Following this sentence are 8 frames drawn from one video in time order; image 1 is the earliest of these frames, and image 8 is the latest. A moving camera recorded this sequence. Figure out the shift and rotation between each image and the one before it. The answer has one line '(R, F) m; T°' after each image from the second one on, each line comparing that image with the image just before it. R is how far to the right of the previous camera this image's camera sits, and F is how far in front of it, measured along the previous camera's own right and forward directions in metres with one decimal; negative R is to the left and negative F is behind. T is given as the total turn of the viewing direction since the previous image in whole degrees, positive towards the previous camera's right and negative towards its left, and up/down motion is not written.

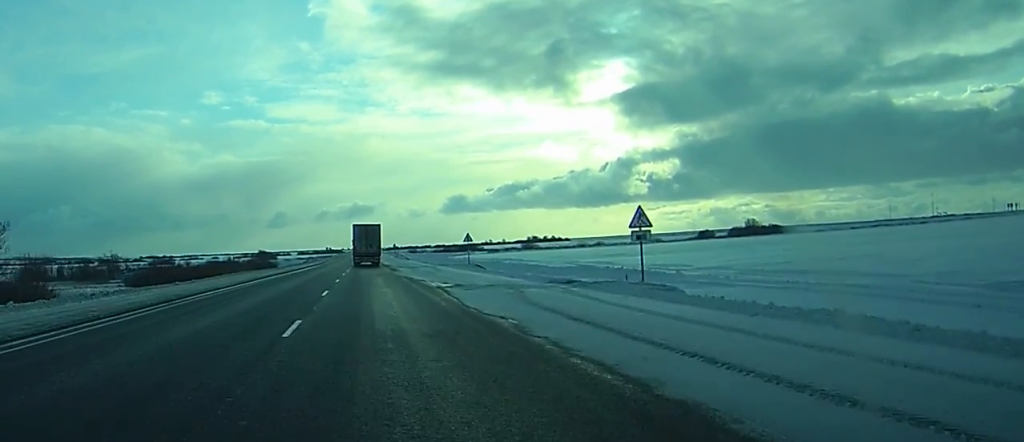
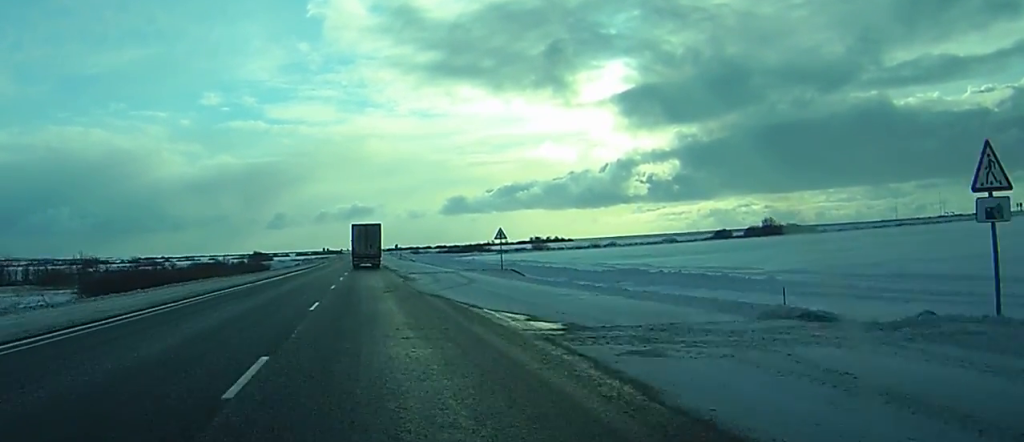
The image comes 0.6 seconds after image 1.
(+0.1, +17.4) m; 0°
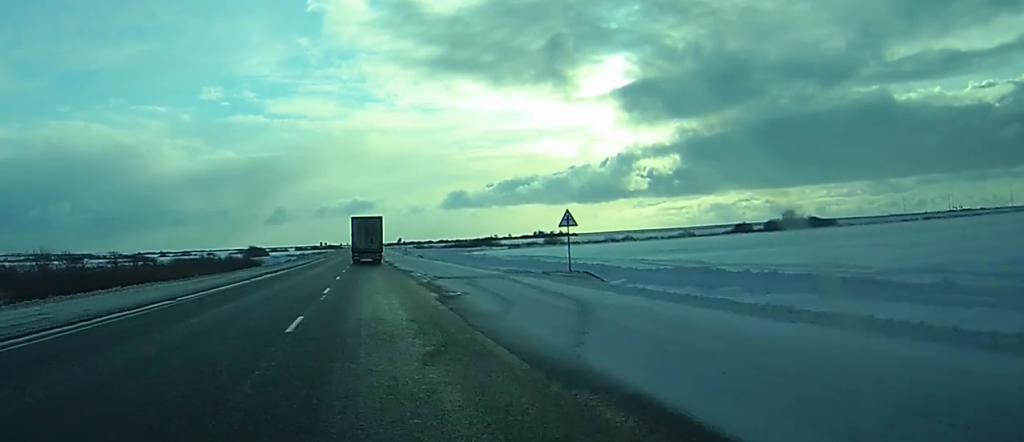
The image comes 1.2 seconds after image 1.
(-0.1, +18.2) m; 0°
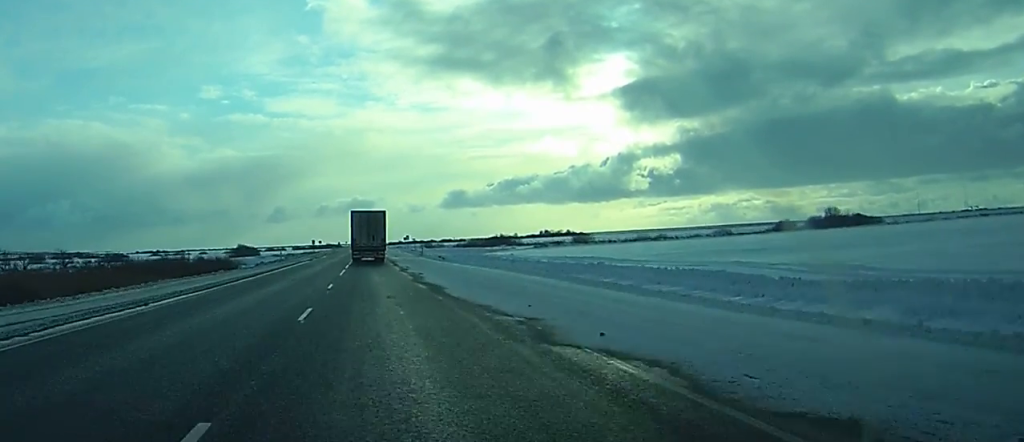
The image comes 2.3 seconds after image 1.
(0.0, +34.2) m; 0°
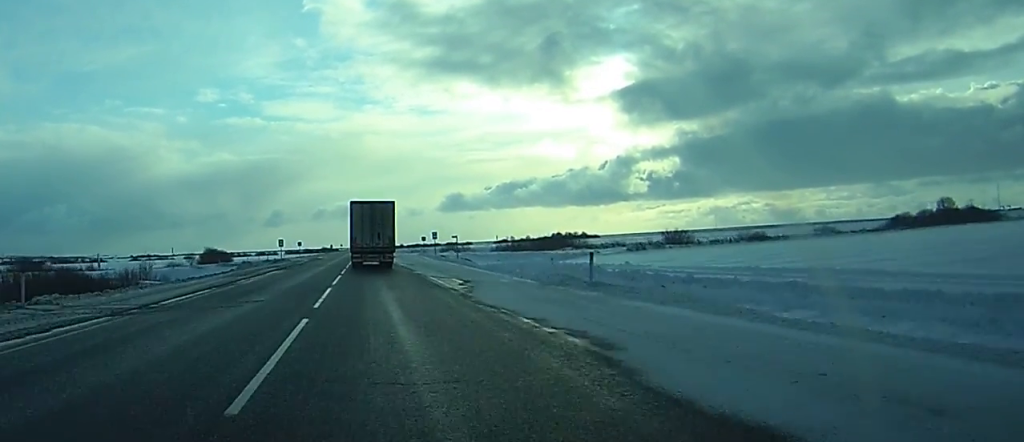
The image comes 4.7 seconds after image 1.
(+0.4, +69.9) m; 0°
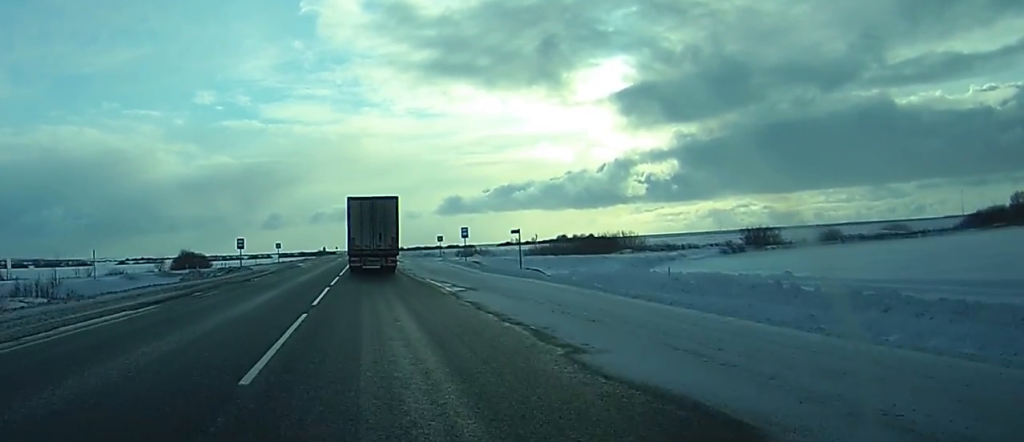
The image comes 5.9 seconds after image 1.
(-0.1, +35.5) m; 0°
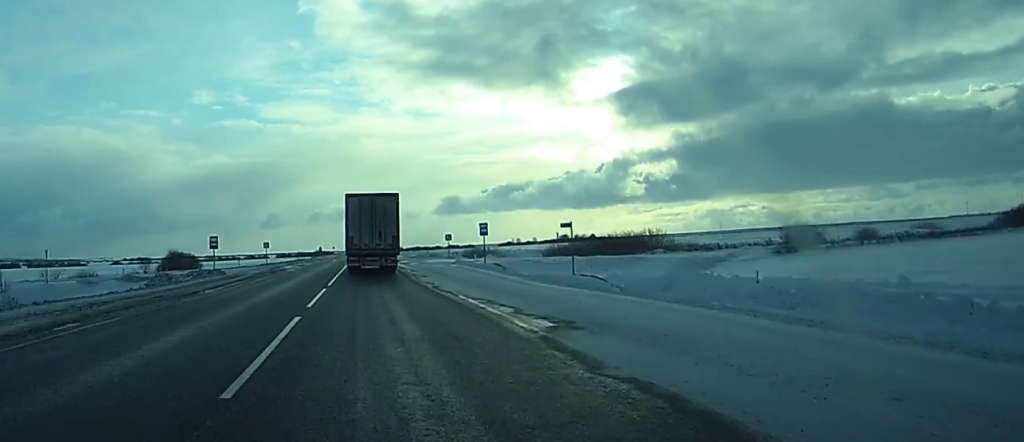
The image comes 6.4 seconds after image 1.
(+0.1, +13.3) m; 0°
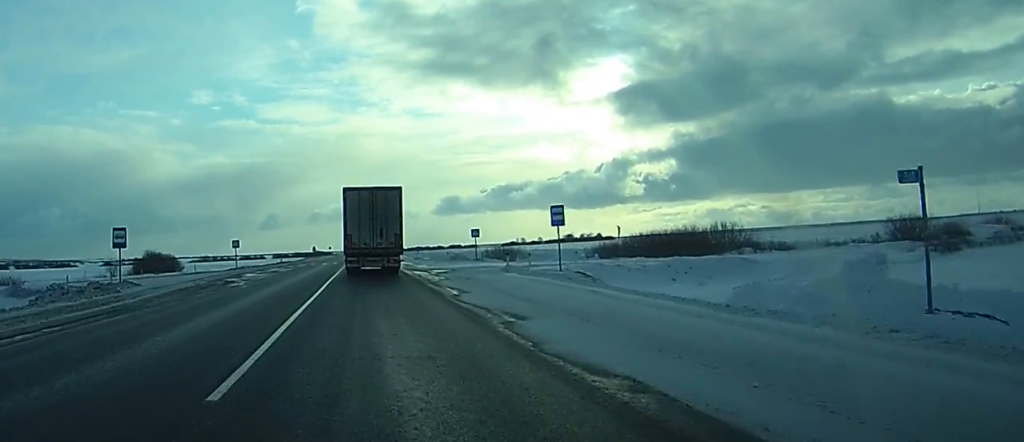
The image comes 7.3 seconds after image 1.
(0.0, +25.3) m; 0°
